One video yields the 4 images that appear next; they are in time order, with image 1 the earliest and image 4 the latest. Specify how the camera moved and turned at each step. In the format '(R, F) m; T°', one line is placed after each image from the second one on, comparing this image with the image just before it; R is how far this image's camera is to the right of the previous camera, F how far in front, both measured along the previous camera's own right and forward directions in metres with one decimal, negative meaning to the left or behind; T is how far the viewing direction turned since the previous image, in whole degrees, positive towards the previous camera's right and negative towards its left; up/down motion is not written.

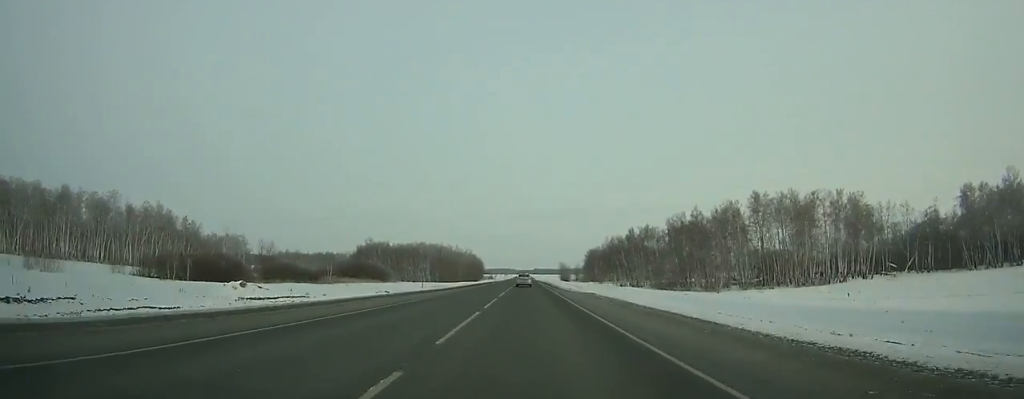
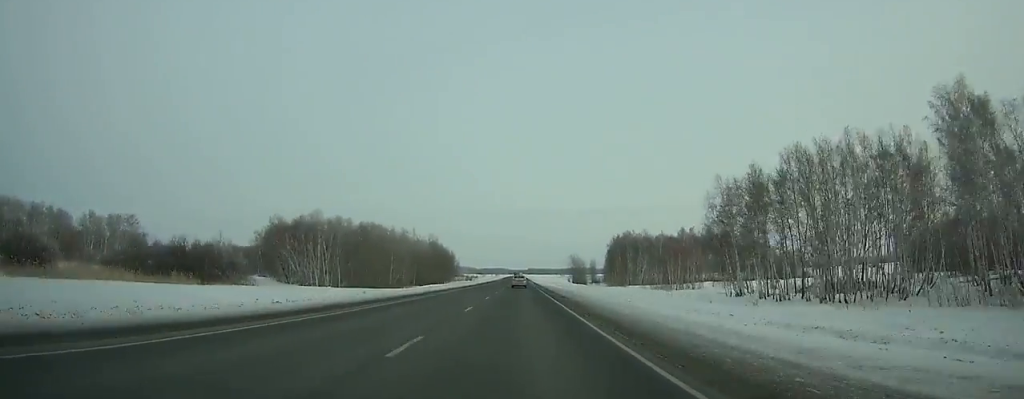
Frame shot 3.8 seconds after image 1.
(+0.1, +105.1) m; 0°
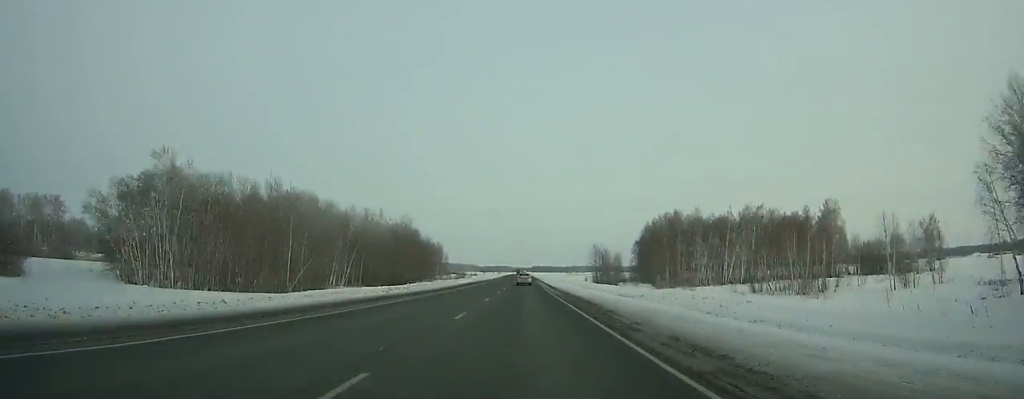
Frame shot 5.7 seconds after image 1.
(-0.1, +53.4) m; 0°
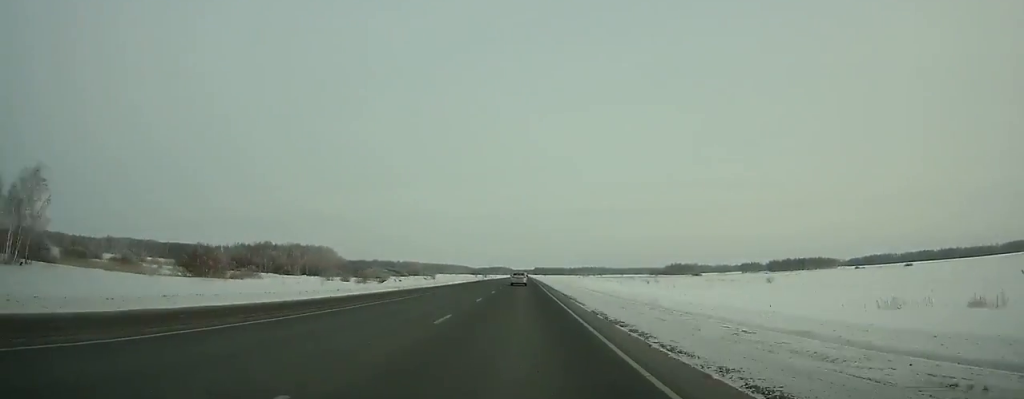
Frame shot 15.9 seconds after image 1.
(+0.2, +290.0) m; 0°
